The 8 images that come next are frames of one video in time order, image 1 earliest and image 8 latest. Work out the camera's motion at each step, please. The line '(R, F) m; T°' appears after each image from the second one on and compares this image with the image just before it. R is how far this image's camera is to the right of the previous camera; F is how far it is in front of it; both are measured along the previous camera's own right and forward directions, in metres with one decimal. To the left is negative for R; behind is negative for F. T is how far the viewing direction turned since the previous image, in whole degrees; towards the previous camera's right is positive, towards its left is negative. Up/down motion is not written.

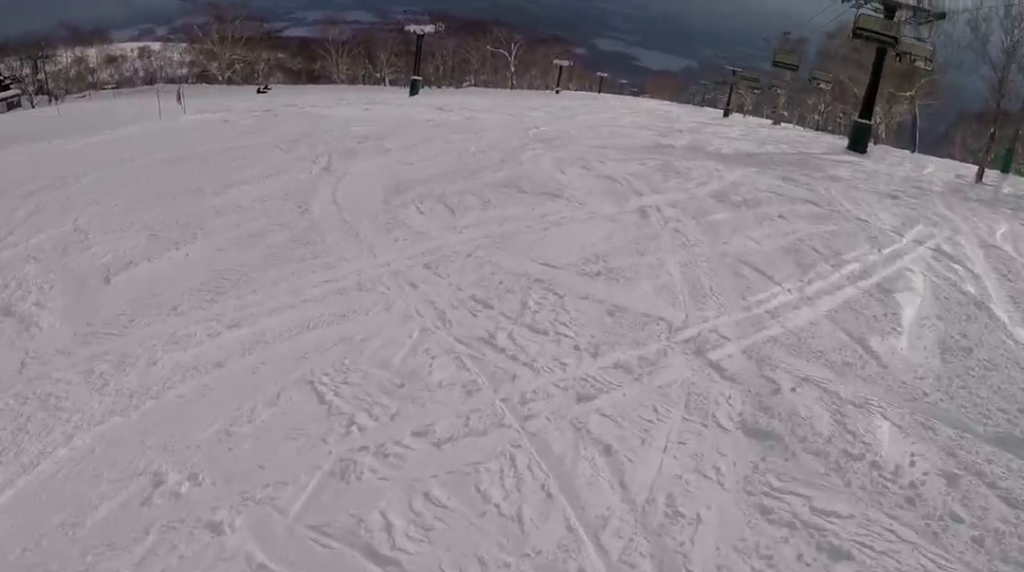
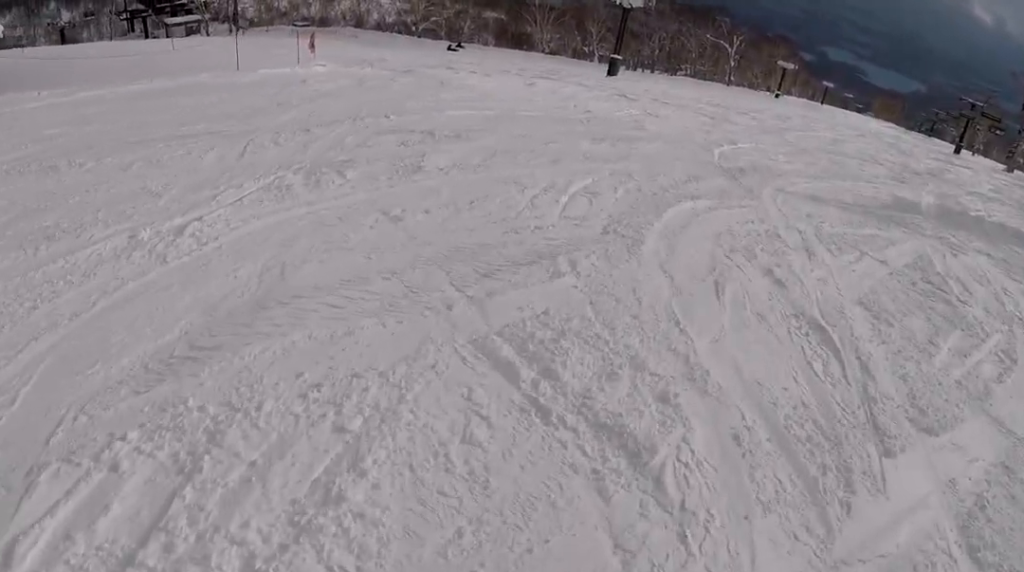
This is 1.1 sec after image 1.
(-0.6, +7.0) m; -8°
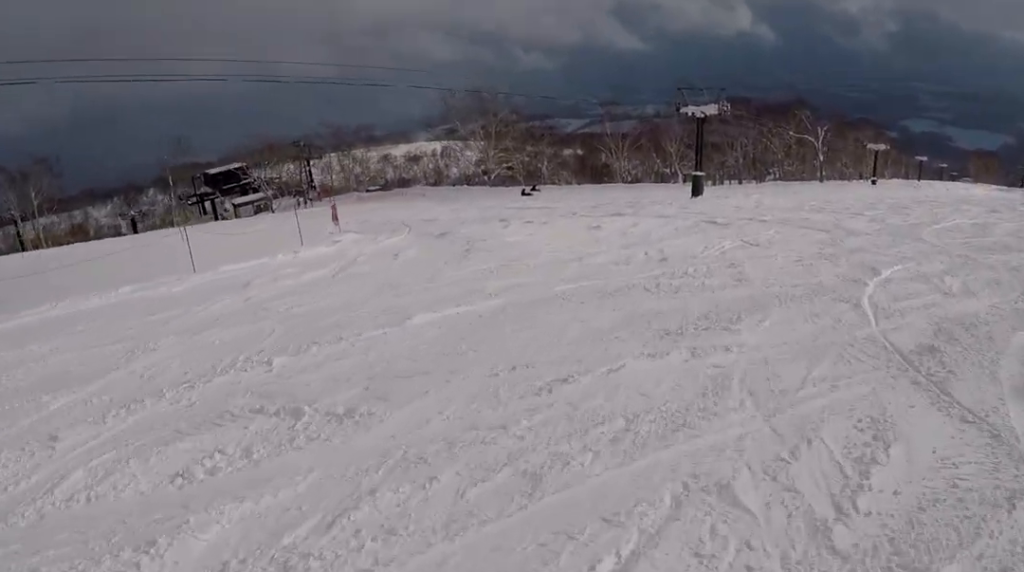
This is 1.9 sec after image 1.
(-0.3, +6.3) m; 0°
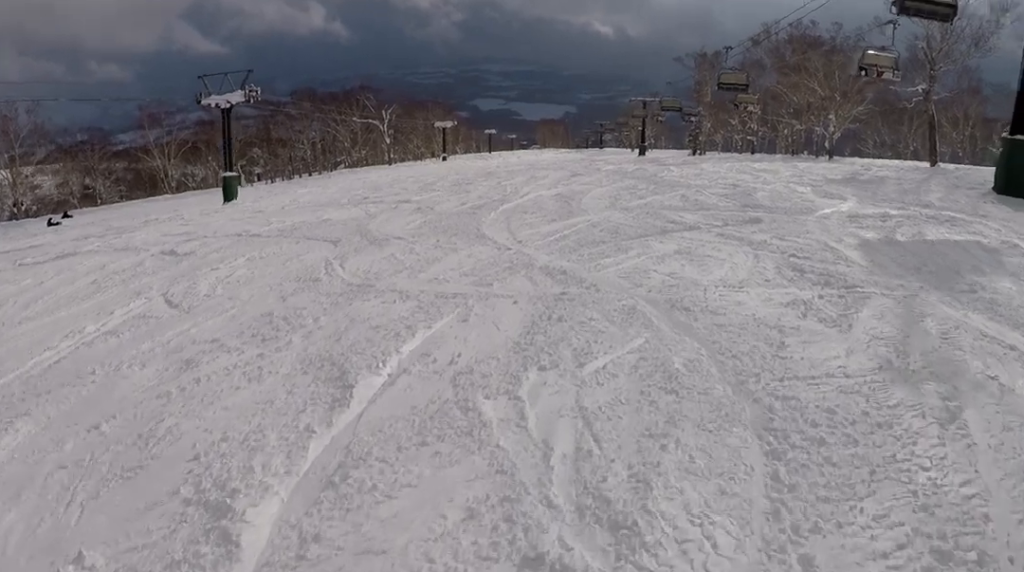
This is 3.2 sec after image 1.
(+0.6, +9.2) m; +11°
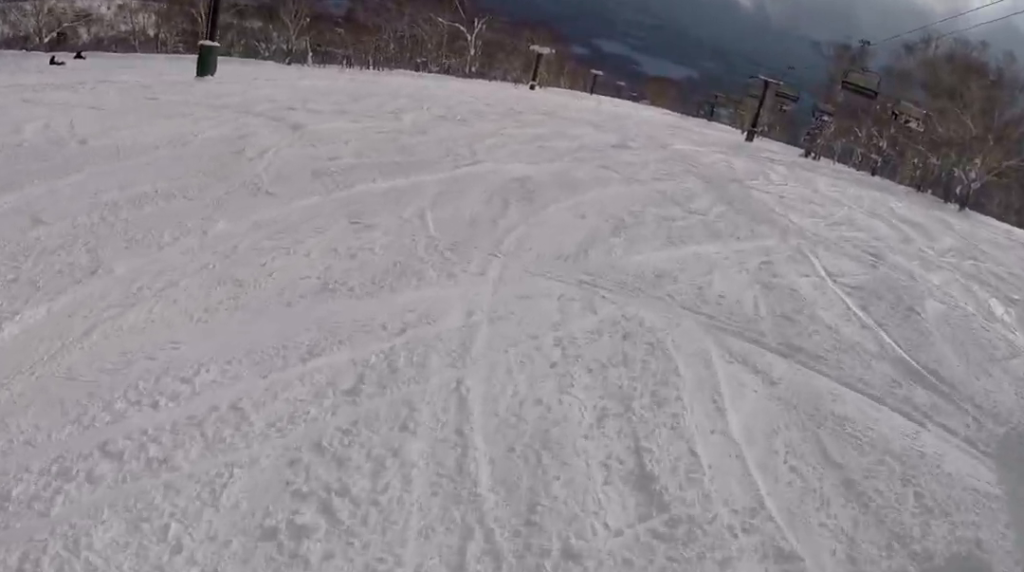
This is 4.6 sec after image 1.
(+0.5, +10.0) m; -5°
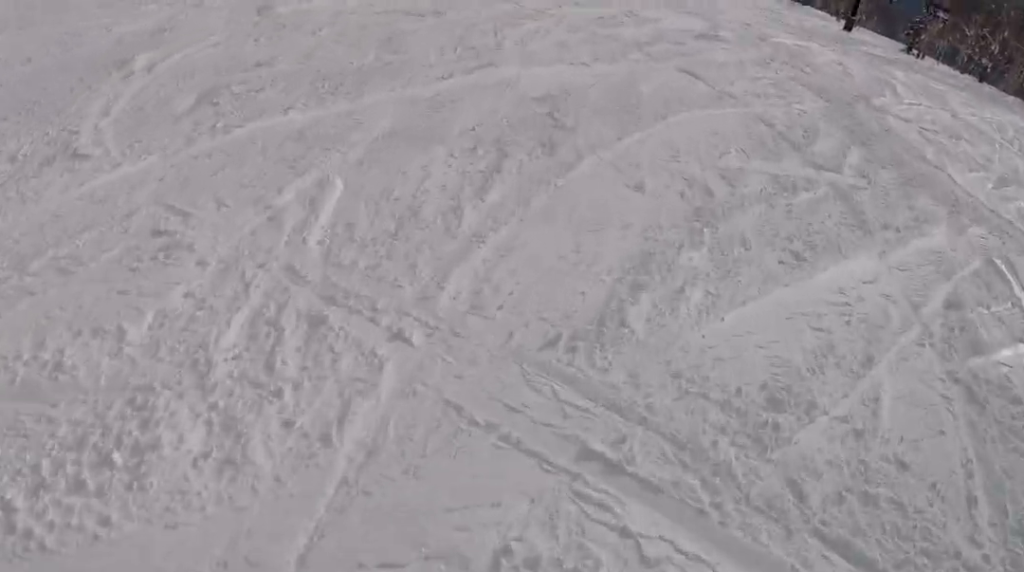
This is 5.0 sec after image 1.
(-0.2, +3.6) m; -5°
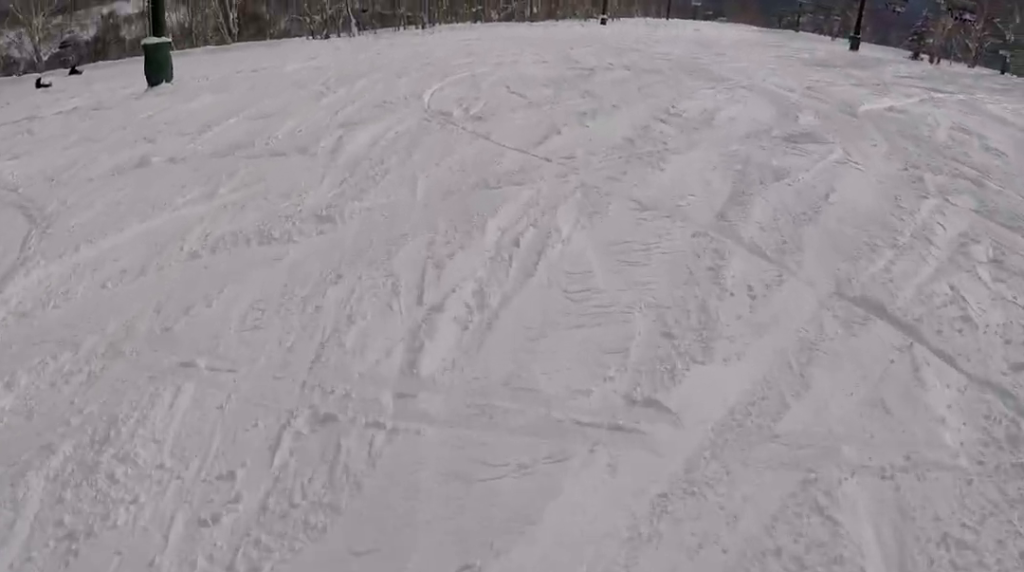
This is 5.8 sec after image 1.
(-0.3, +5.9) m; -1°
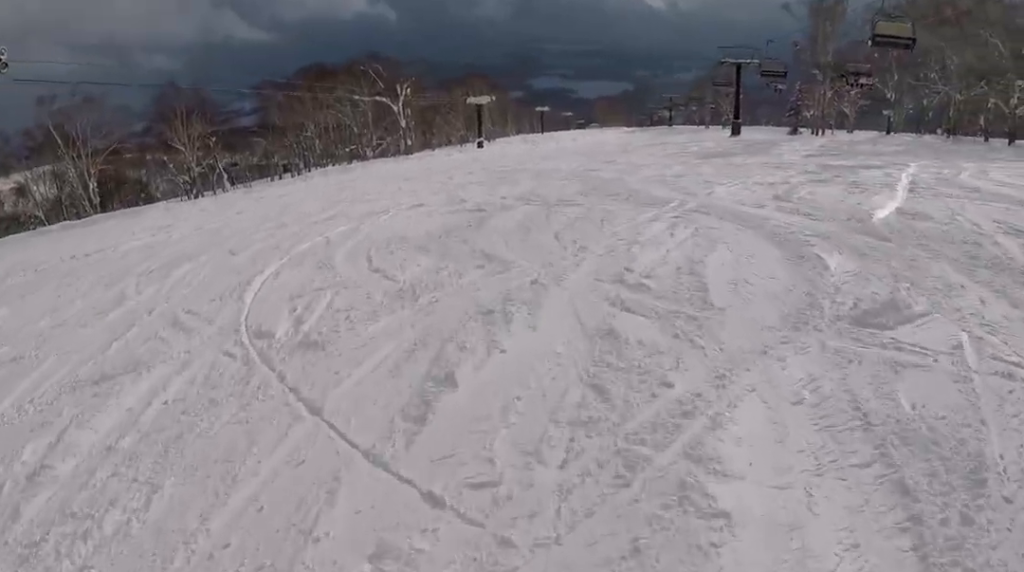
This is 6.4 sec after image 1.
(0.0, +4.2) m; +3°
